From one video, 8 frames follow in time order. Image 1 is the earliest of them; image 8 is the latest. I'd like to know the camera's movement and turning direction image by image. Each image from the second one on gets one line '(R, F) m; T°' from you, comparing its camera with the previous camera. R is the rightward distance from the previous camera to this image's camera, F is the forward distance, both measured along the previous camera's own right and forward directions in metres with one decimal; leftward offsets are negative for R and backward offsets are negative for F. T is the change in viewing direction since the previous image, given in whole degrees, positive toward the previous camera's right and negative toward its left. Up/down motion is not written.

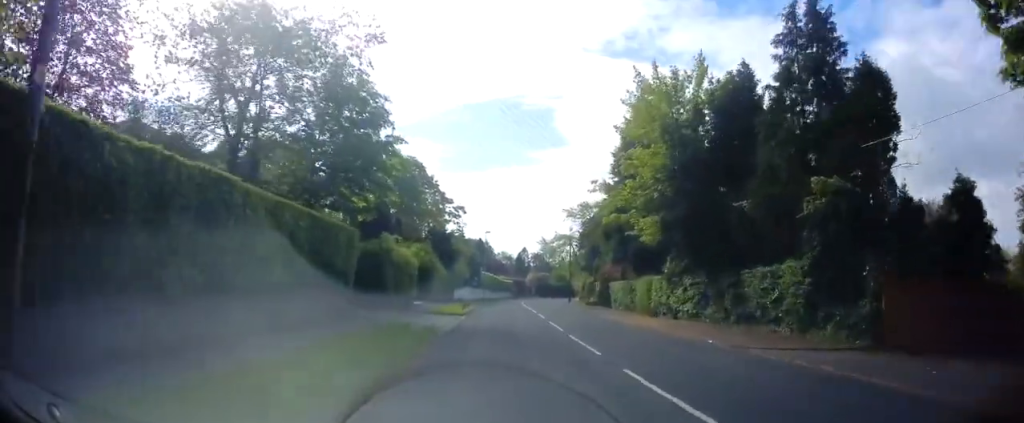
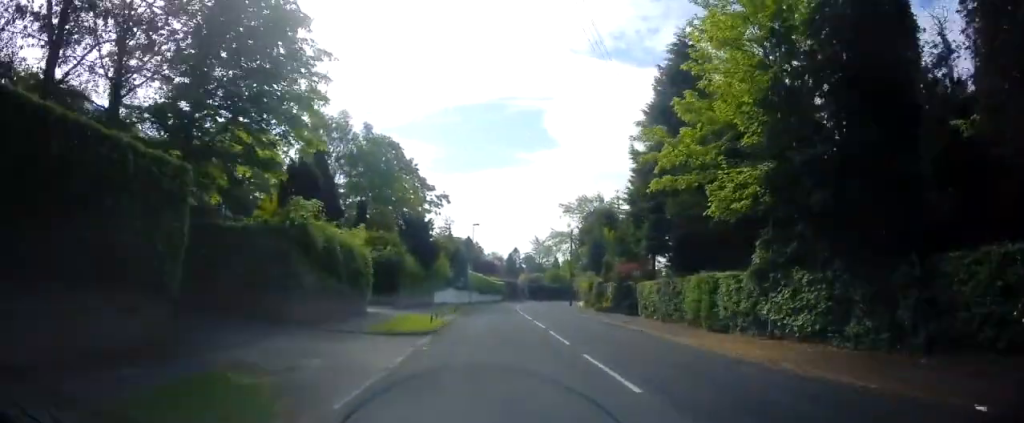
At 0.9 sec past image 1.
(+0.2, +10.3) m; +1°
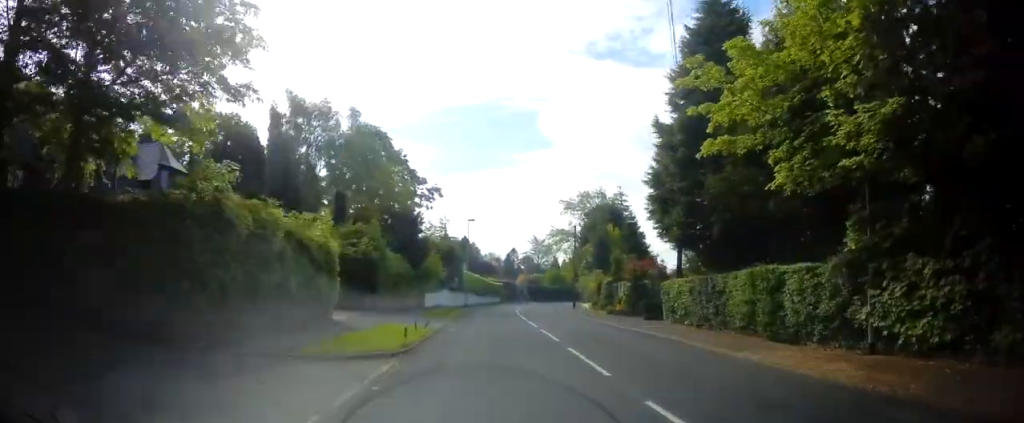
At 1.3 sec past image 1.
(0.0, +5.0) m; 0°
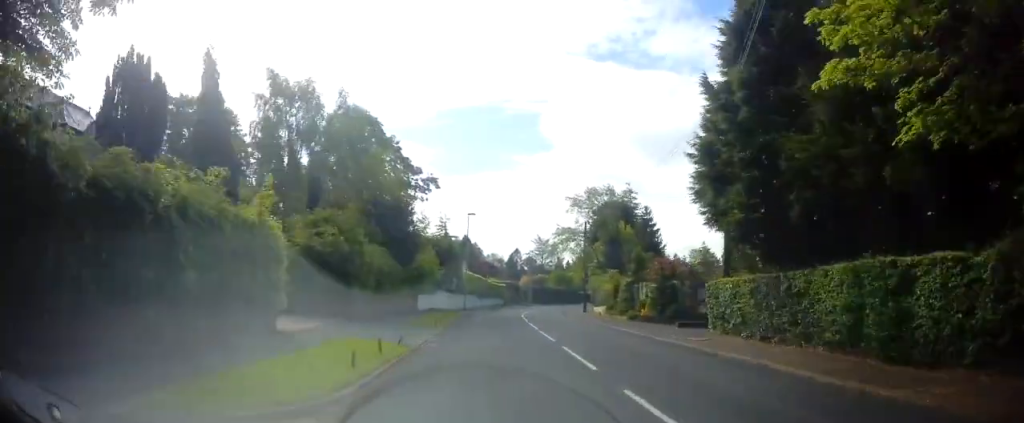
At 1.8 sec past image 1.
(0.0, +5.4) m; 0°
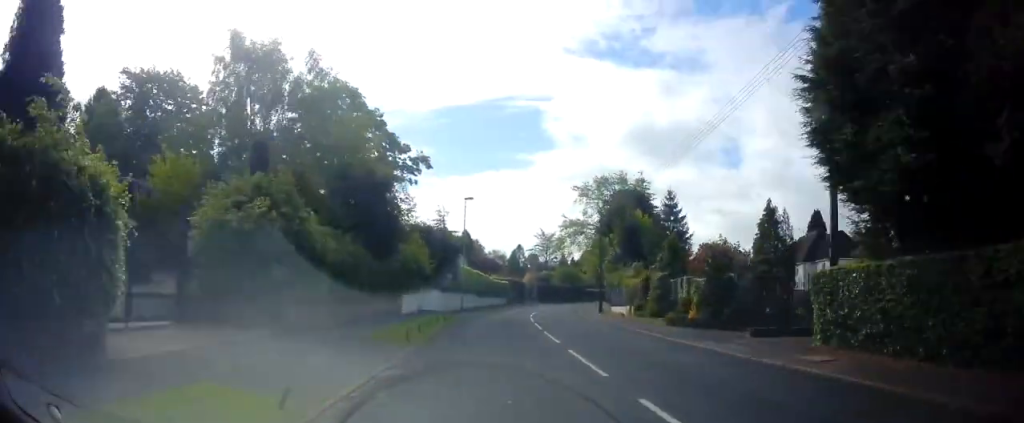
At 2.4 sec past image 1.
(+0.1, +7.5) m; +1°
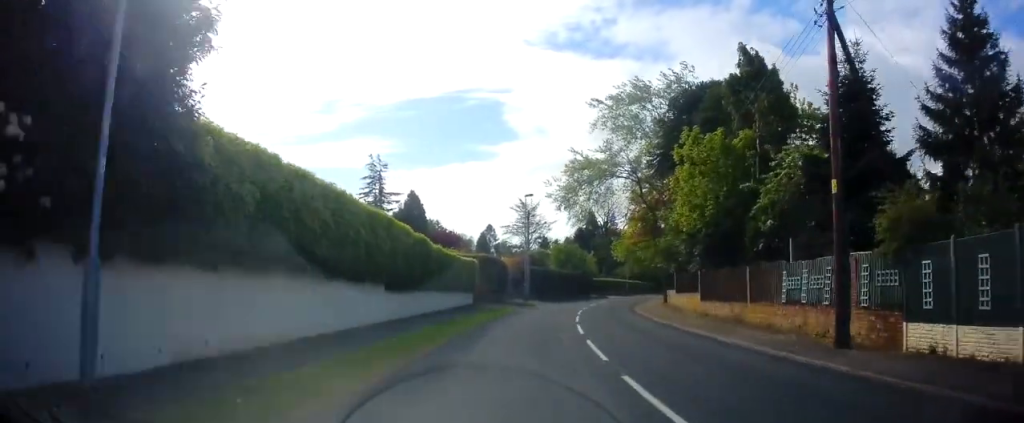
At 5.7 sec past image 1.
(+0.4, +37.5) m; +4°
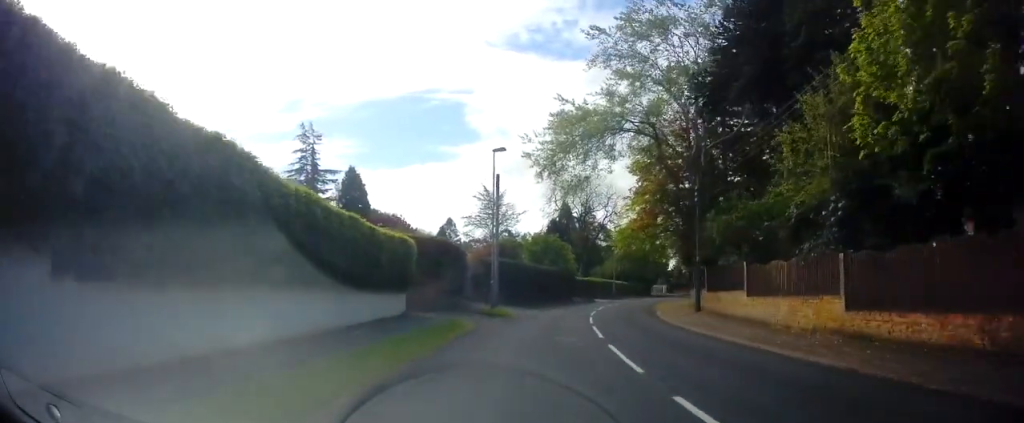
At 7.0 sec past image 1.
(+0.2, +15.0) m; +1°
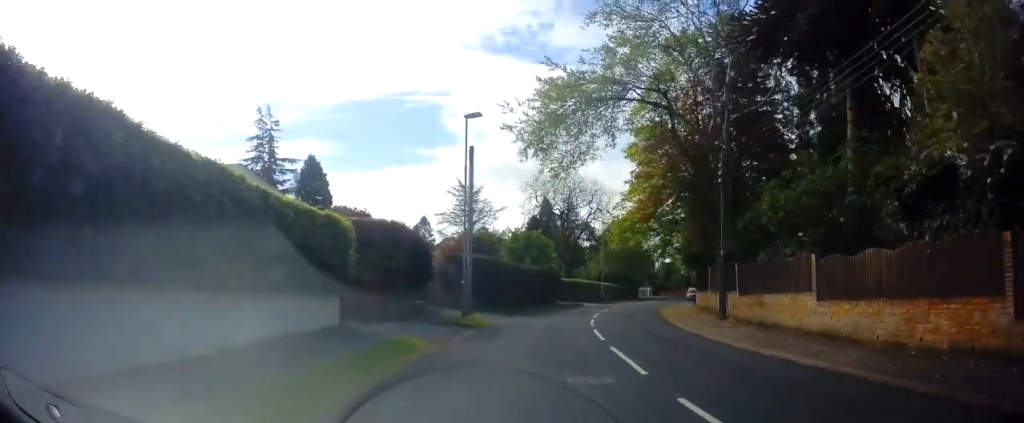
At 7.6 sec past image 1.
(0.0, +6.6) m; +2°
